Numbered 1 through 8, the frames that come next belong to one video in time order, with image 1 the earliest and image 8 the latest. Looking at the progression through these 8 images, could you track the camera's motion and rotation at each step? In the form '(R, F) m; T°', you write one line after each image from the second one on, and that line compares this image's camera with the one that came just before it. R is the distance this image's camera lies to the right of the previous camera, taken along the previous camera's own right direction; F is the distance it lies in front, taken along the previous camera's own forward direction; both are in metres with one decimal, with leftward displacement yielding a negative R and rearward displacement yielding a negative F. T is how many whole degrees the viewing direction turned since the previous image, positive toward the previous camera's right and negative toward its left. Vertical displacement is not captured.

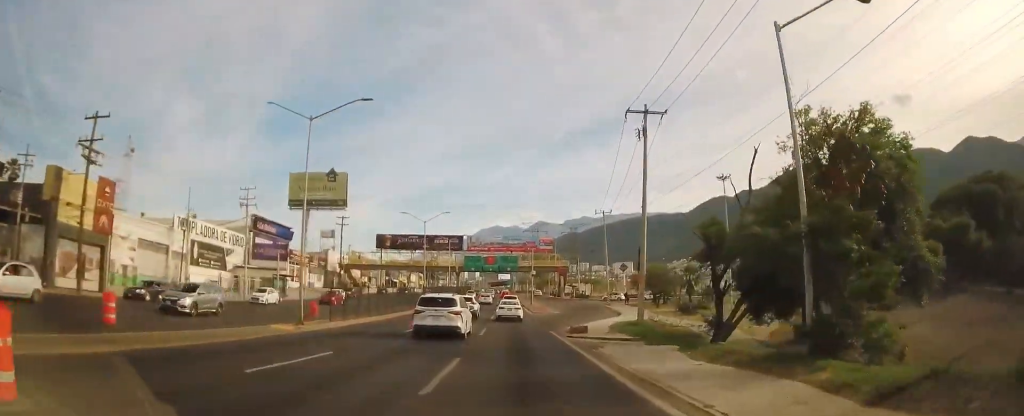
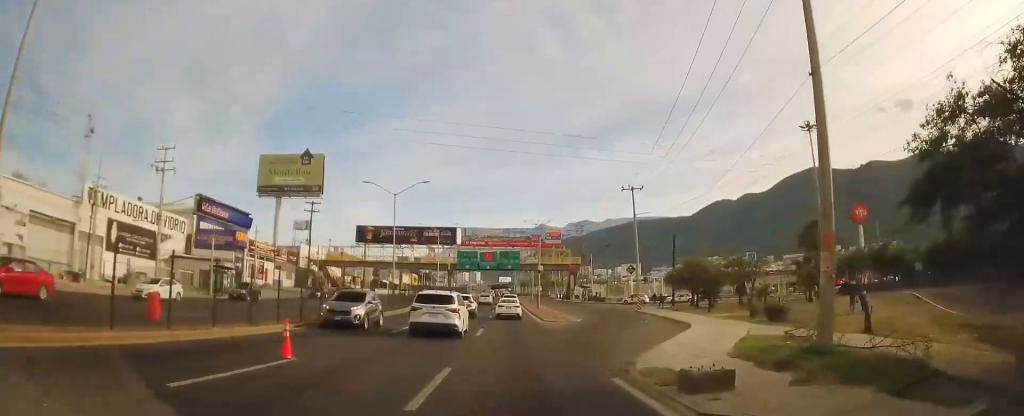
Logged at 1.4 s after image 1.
(-0.1, +16.6) m; -2°
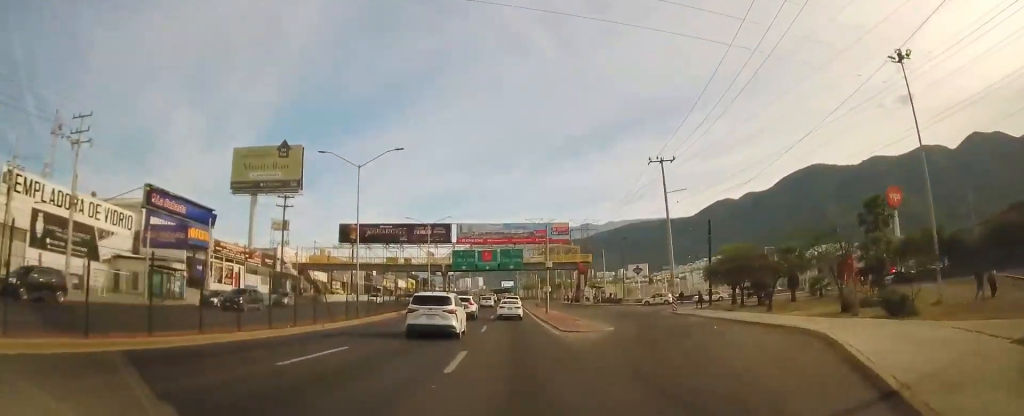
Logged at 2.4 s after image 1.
(-0.1, +11.1) m; +2°
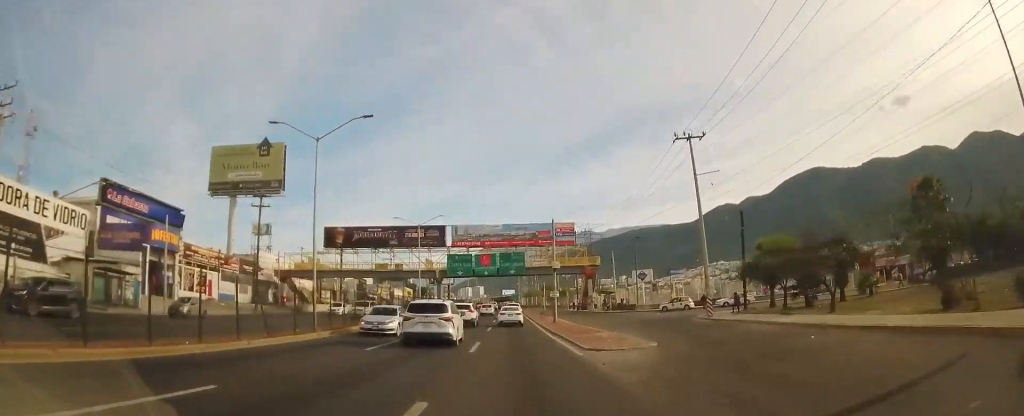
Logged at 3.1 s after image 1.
(+0.2, +7.8) m; 0°
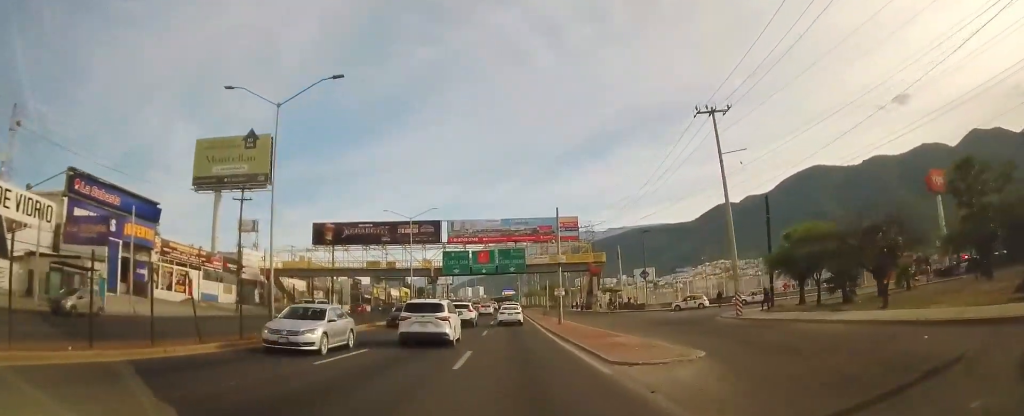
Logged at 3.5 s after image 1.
(+0.2, +5.0) m; 0°
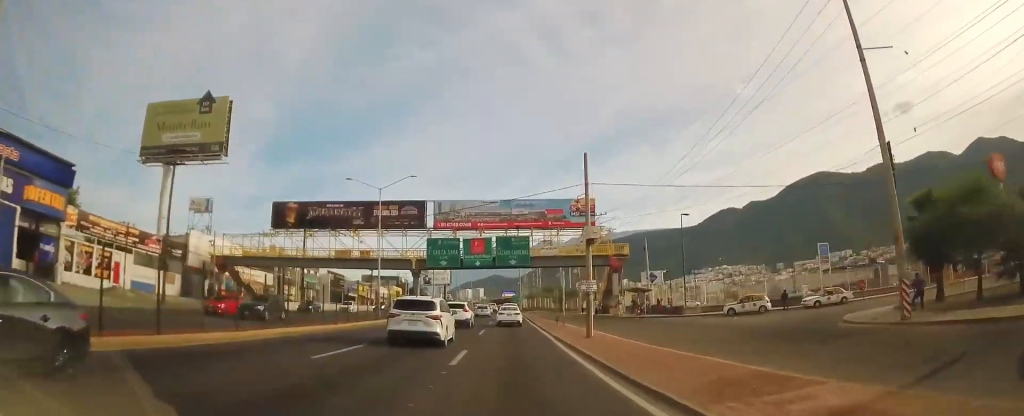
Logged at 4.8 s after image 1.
(-0.4, +15.1) m; 0°
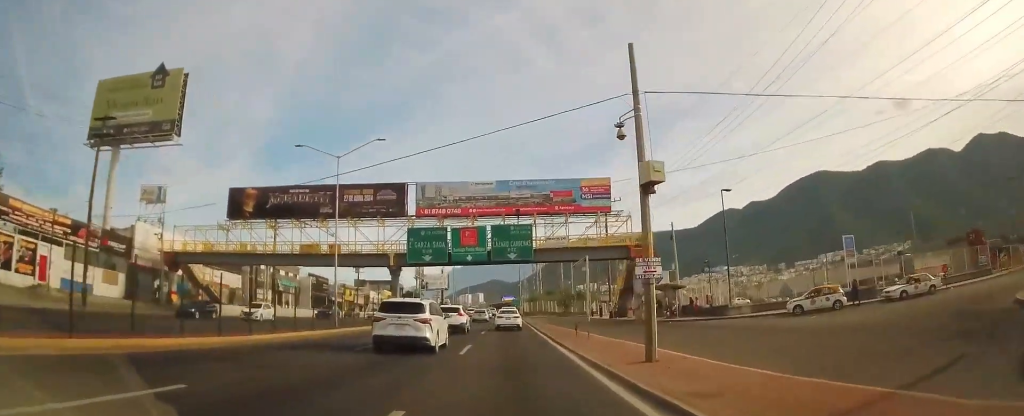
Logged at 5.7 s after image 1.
(+0.4, +11.0) m; +2°
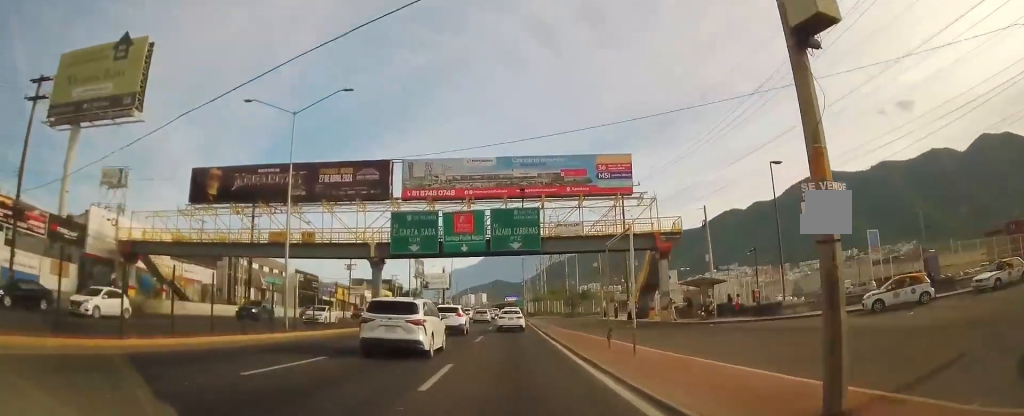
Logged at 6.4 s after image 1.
(0.0, +7.9) m; -1°
